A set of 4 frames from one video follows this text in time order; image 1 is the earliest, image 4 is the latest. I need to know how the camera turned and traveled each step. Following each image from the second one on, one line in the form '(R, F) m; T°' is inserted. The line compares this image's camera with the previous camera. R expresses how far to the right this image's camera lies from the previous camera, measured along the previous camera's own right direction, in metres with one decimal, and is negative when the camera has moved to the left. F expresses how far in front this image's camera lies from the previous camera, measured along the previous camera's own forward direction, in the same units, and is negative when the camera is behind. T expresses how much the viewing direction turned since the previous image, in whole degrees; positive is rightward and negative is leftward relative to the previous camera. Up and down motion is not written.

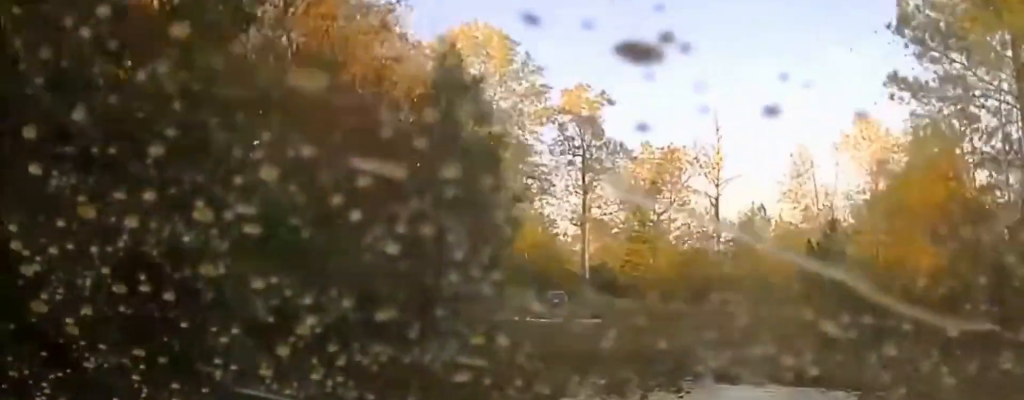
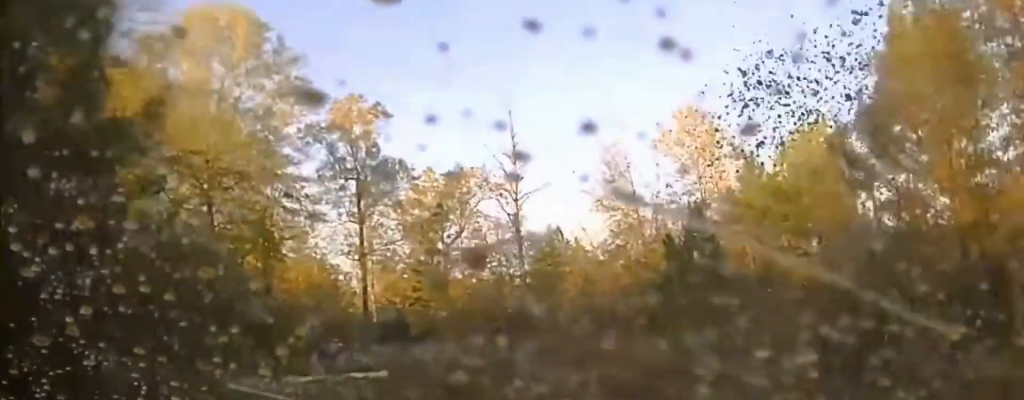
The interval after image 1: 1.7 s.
(+1.4, +9.9) m; +12°
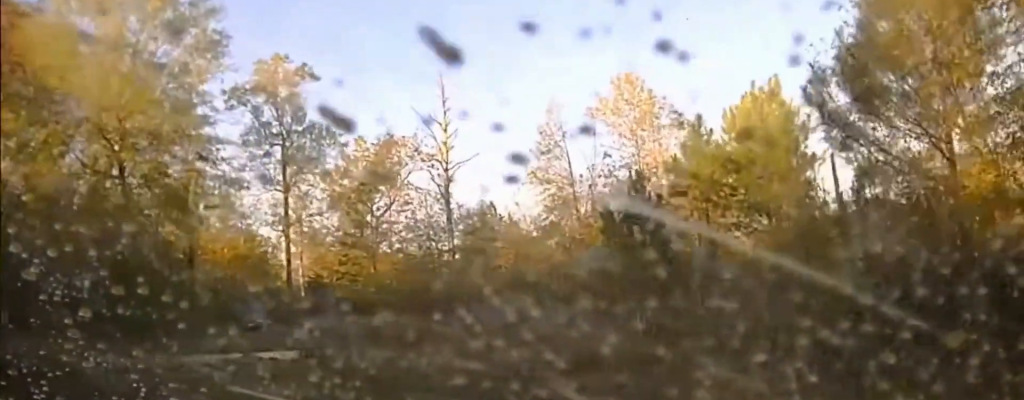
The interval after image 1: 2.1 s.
(+0.1, +2.7) m; -2°
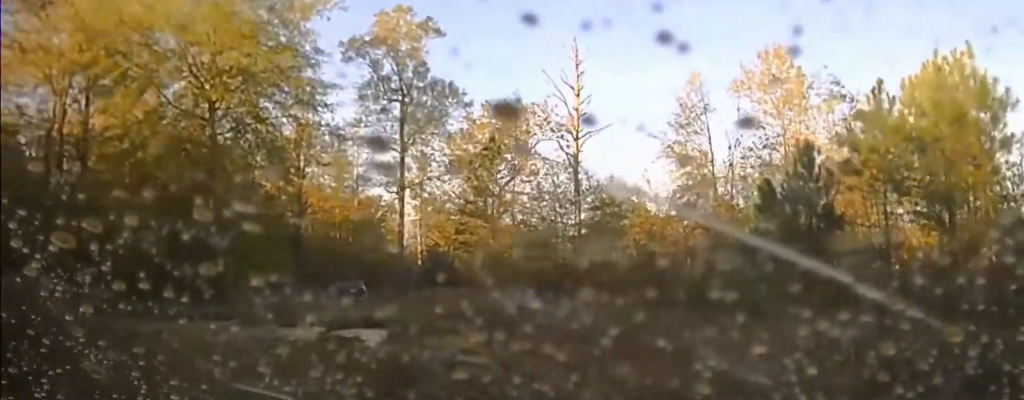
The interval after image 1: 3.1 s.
(-0.2, +5.0) m; -9°
